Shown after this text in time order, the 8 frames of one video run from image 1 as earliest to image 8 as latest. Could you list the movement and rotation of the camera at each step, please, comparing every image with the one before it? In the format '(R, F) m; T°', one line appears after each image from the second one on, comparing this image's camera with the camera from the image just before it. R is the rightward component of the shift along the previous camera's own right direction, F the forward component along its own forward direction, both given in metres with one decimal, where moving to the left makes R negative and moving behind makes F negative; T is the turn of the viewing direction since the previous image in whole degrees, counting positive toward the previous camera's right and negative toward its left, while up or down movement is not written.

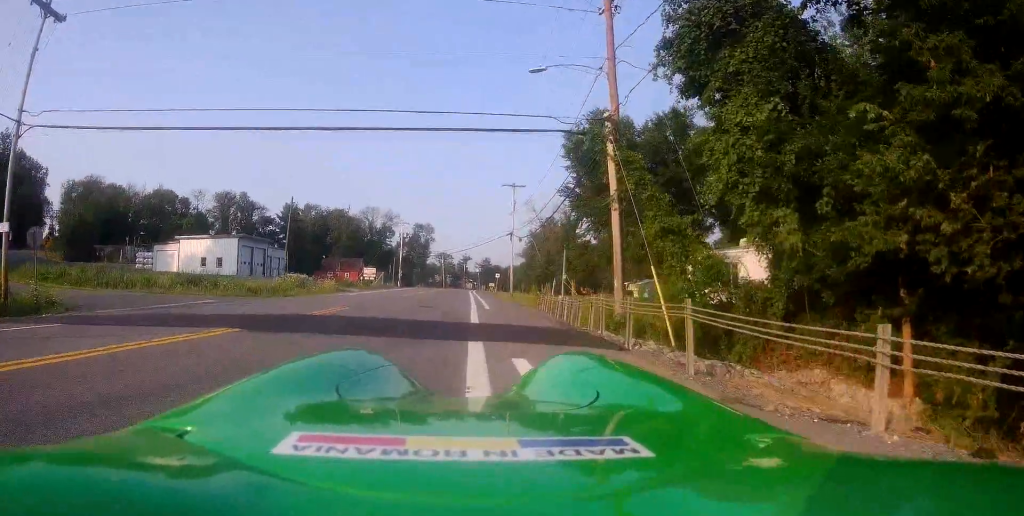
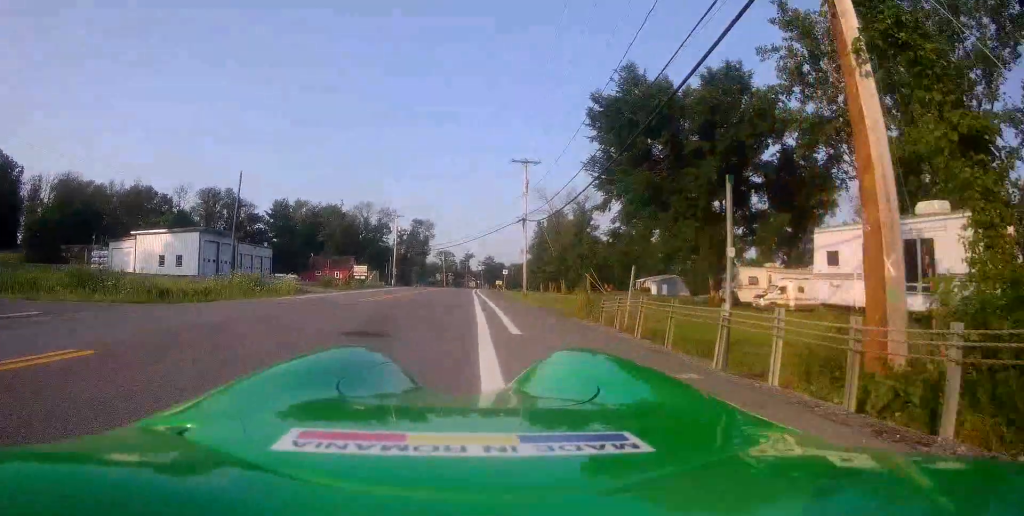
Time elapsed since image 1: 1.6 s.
(+0.2, +11.6) m; +1°
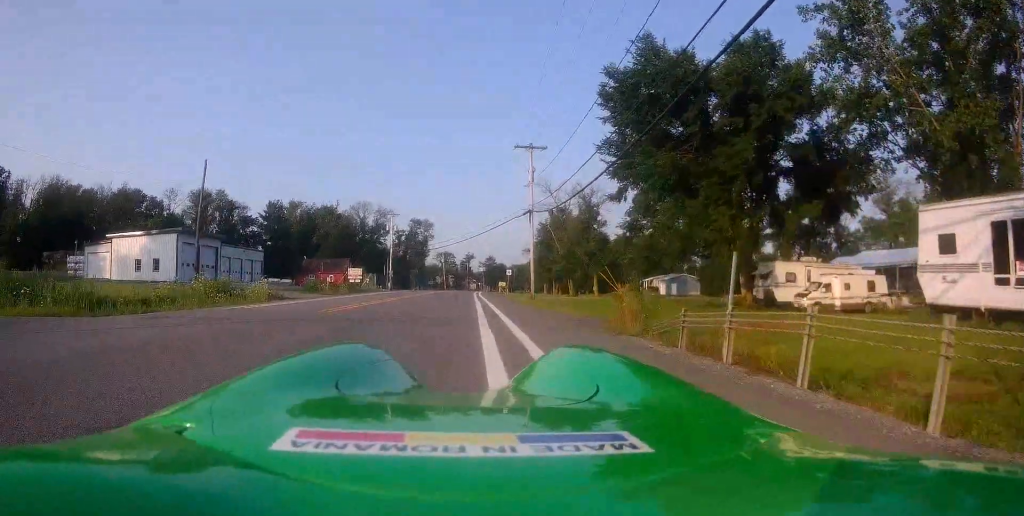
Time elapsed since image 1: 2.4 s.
(0.0, +5.3) m; 0°
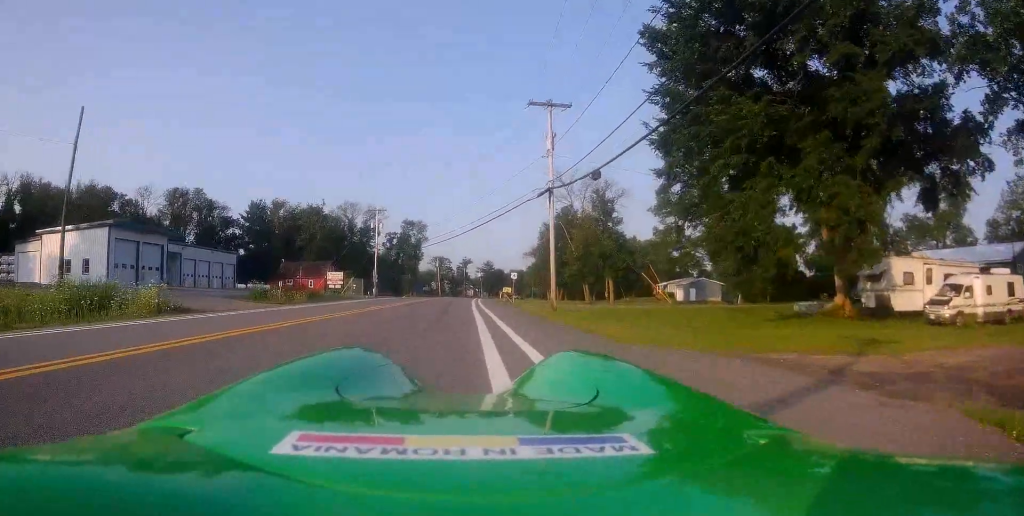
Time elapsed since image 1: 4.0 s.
(-0.3, +11.8) m; +1°
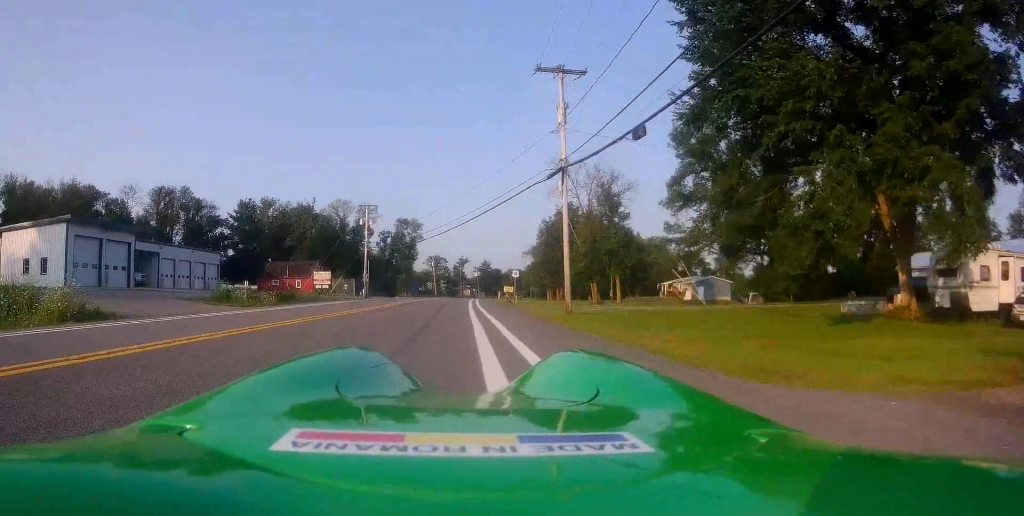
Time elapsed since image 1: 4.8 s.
(+0.1, +5.2) m; +3°
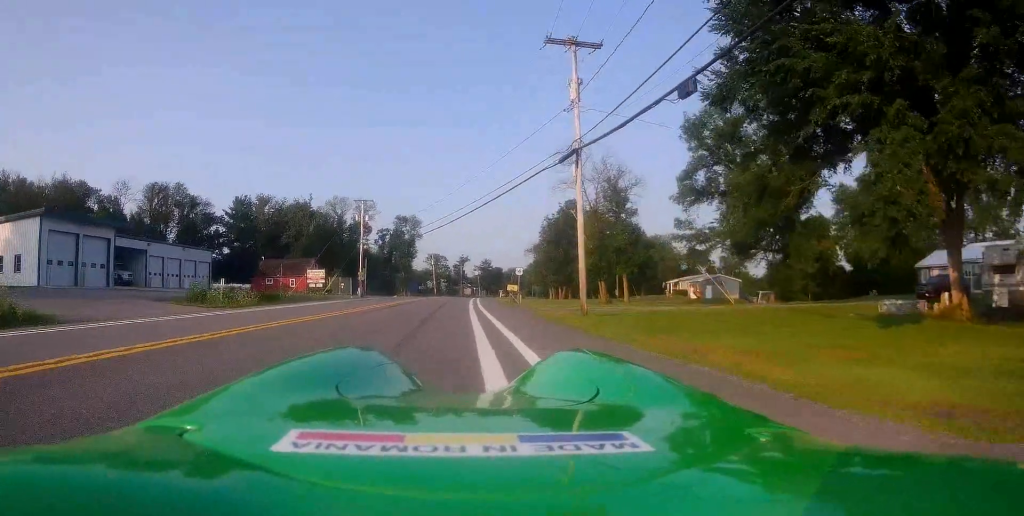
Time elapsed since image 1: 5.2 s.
(+0.4, +3.1) m; +1°
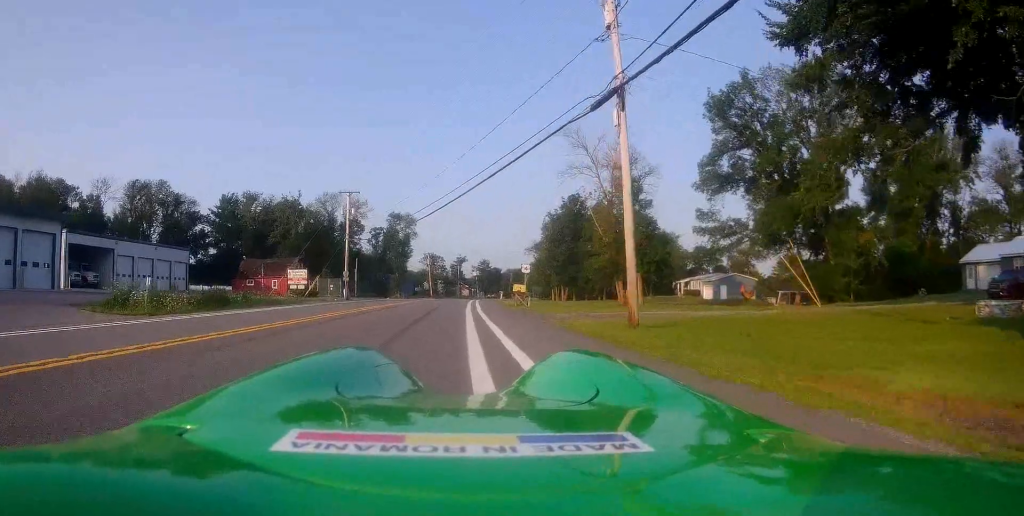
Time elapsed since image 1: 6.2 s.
(-0.3, +7.0) m; -4°
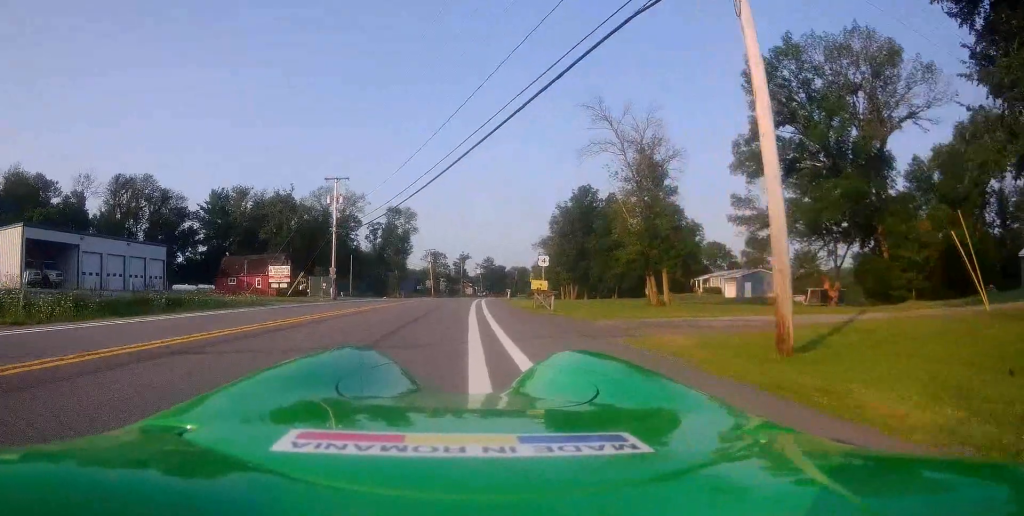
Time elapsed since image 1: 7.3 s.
(-0.2, +7.6) m; -3°
